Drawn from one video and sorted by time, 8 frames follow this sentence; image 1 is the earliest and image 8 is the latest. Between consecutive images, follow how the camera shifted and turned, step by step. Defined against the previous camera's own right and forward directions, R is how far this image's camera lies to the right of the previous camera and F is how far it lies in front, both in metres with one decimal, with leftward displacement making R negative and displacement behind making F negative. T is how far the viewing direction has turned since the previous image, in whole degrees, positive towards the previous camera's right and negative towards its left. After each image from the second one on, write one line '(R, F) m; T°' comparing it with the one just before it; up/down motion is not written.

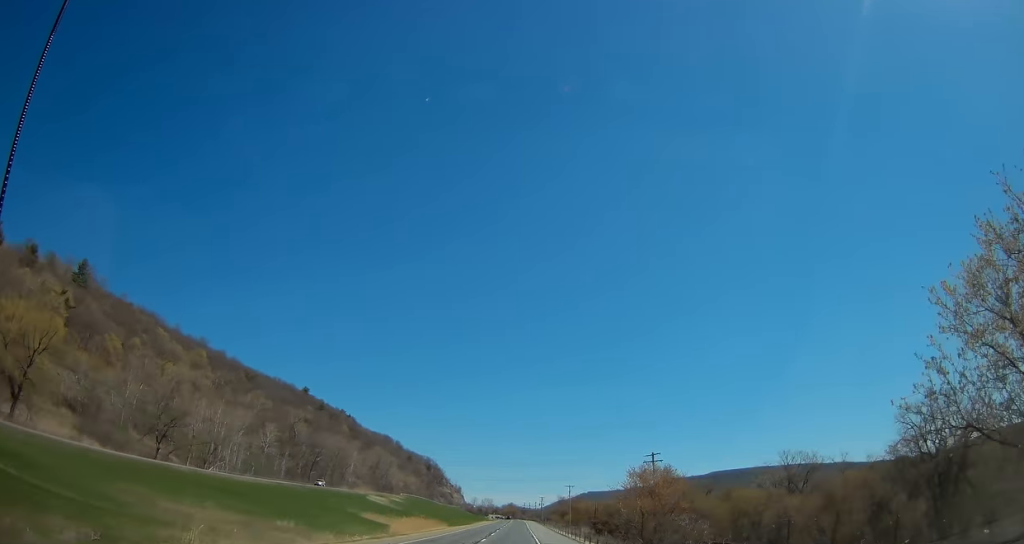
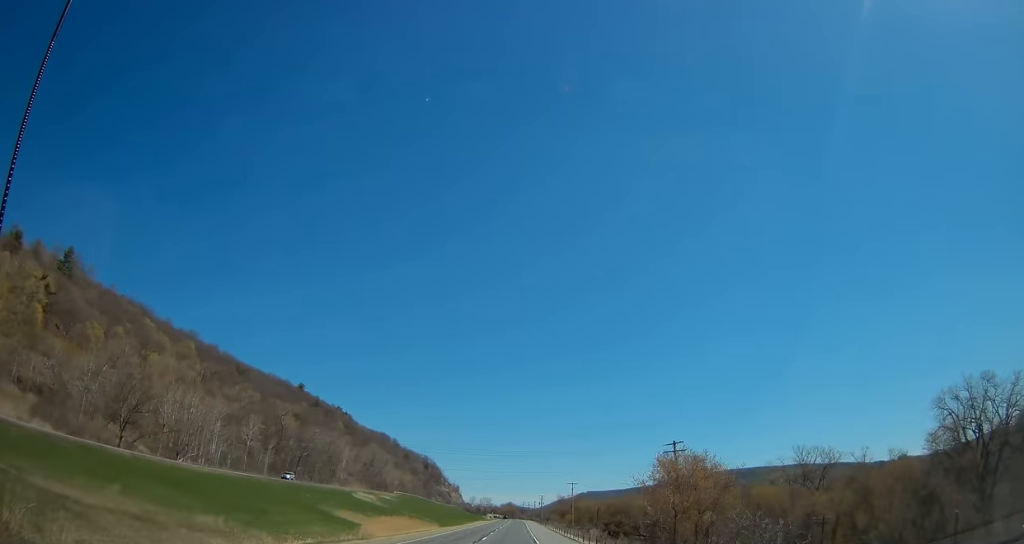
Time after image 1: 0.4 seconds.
(+0.1, +11.2) m; 0°
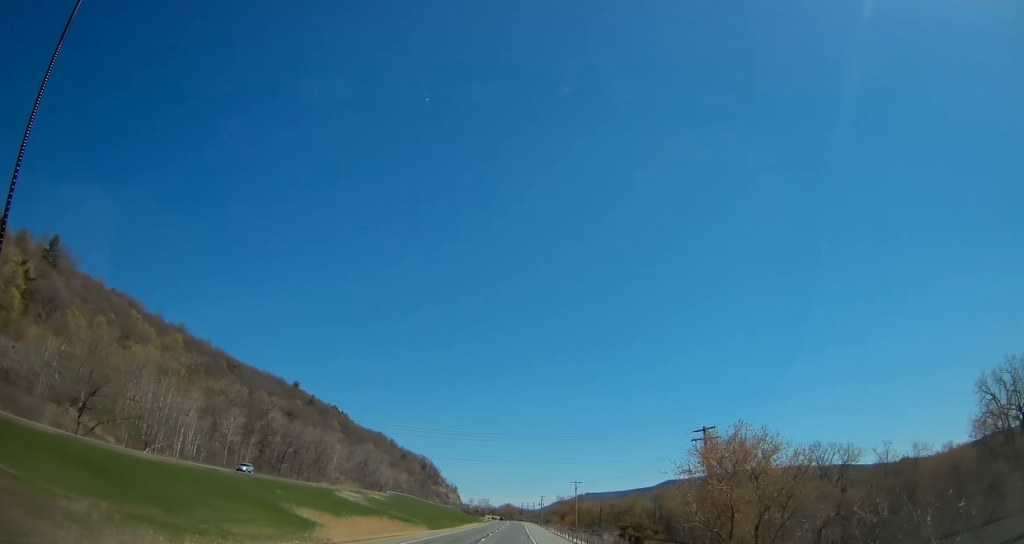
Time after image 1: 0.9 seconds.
(+0.1, +11.2) m; 0°
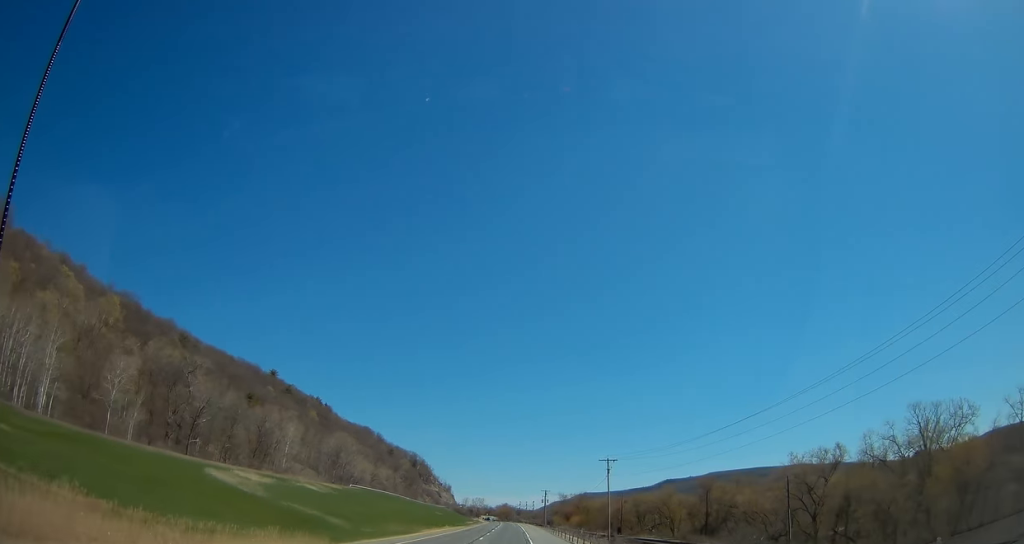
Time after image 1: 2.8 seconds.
(-0.5, +51.7) m; -1°
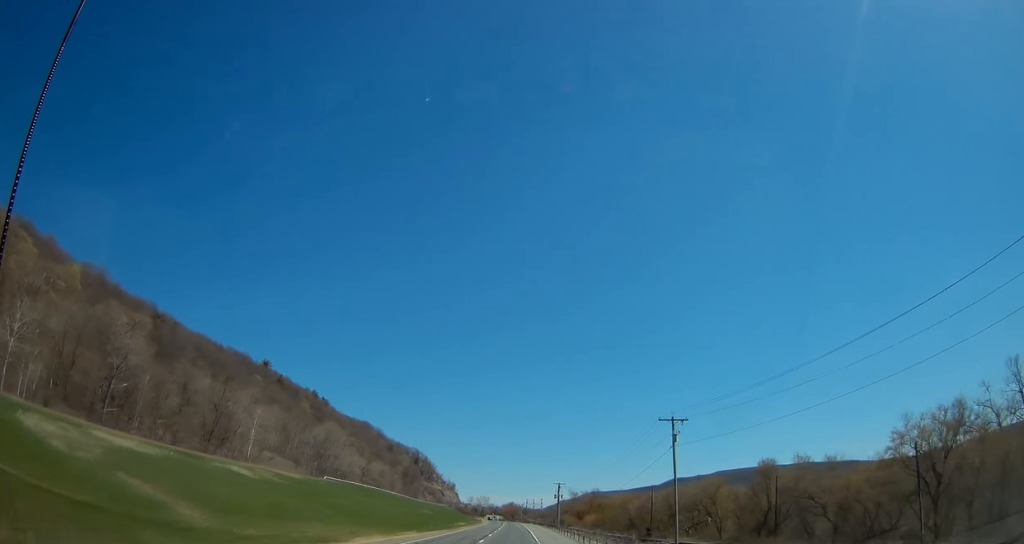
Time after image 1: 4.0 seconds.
(+0.1, +33.6) m; 0°
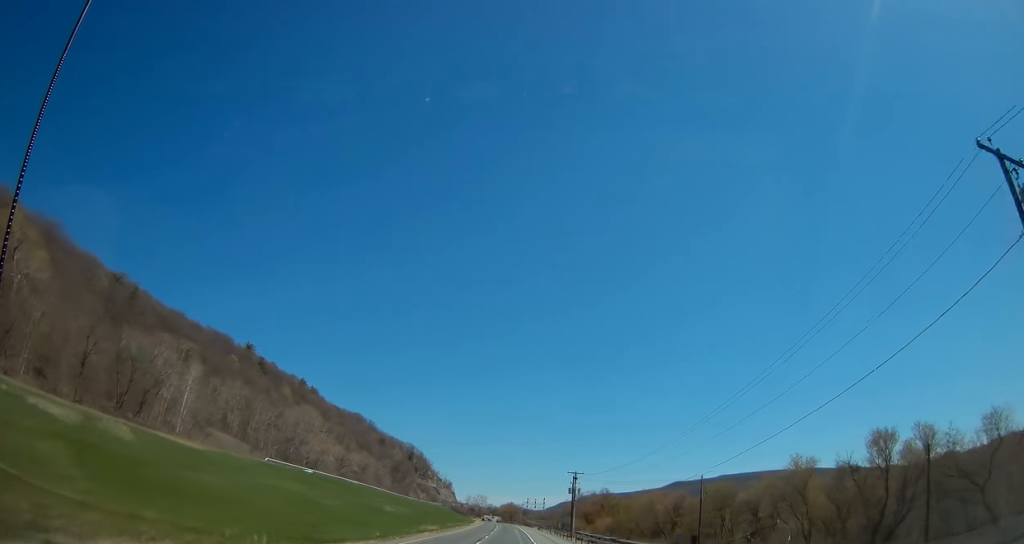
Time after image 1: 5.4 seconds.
(-0.1, +43.4) m; 0°
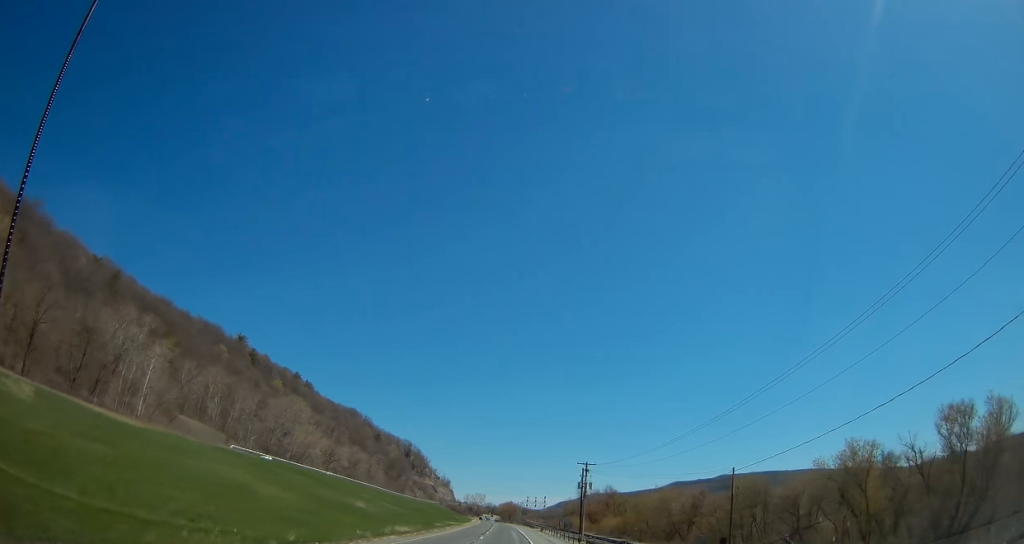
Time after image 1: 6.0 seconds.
(-0.1, +16.6) m; 0°
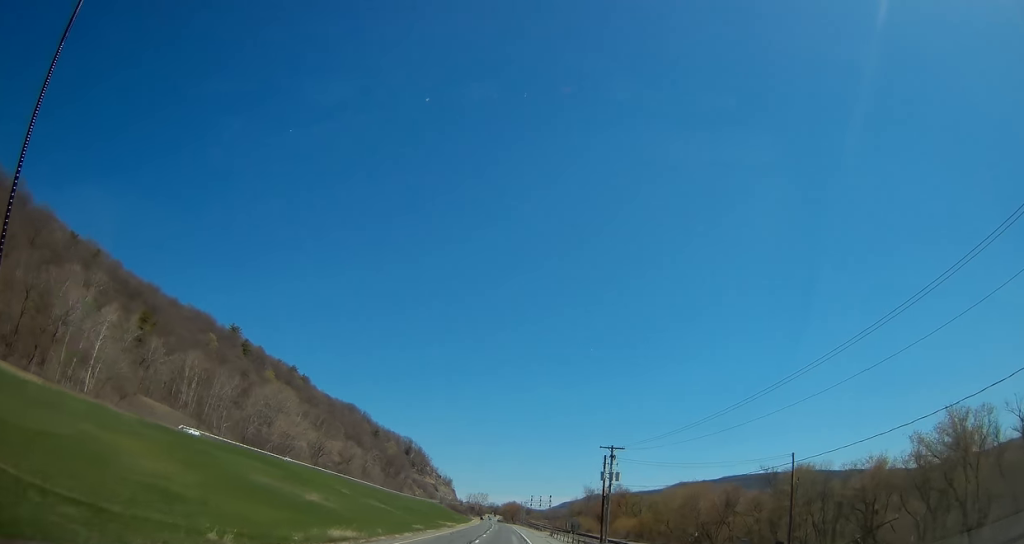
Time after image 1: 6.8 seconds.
(+0.2, +19.3) m; 0°
